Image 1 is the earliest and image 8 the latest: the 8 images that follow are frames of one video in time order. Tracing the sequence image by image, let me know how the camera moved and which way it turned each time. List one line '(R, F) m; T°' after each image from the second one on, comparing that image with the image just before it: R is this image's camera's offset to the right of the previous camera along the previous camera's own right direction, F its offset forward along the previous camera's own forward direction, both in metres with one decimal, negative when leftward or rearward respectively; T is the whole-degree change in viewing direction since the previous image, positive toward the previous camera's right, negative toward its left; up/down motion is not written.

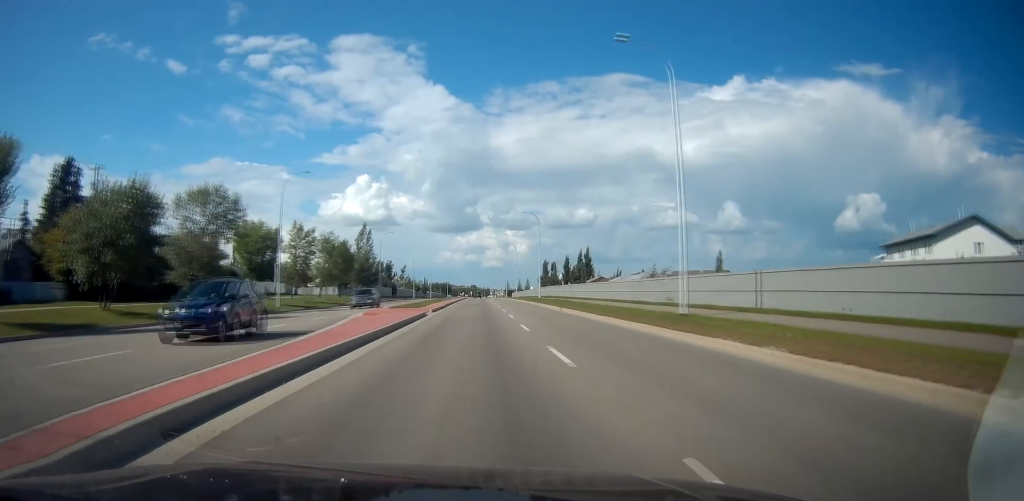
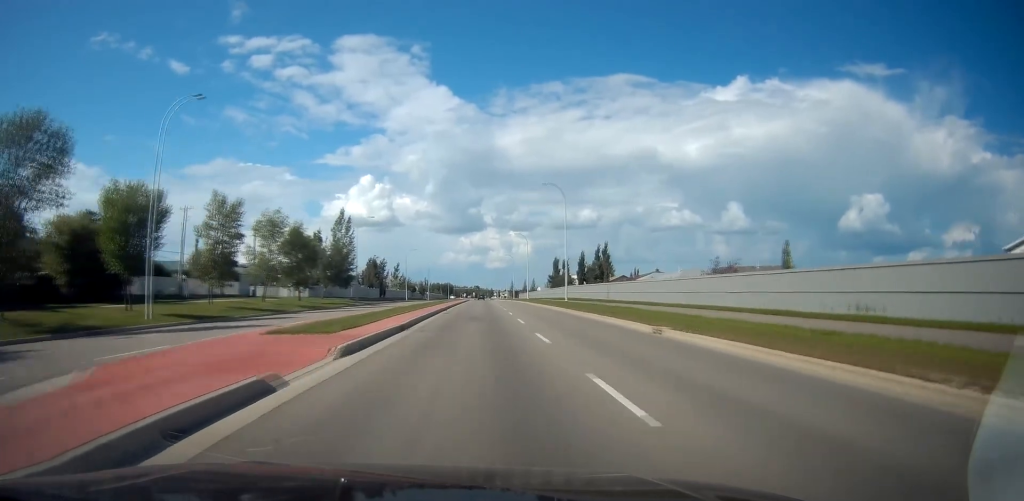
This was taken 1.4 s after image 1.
(0.0, +22.2) m; 0°
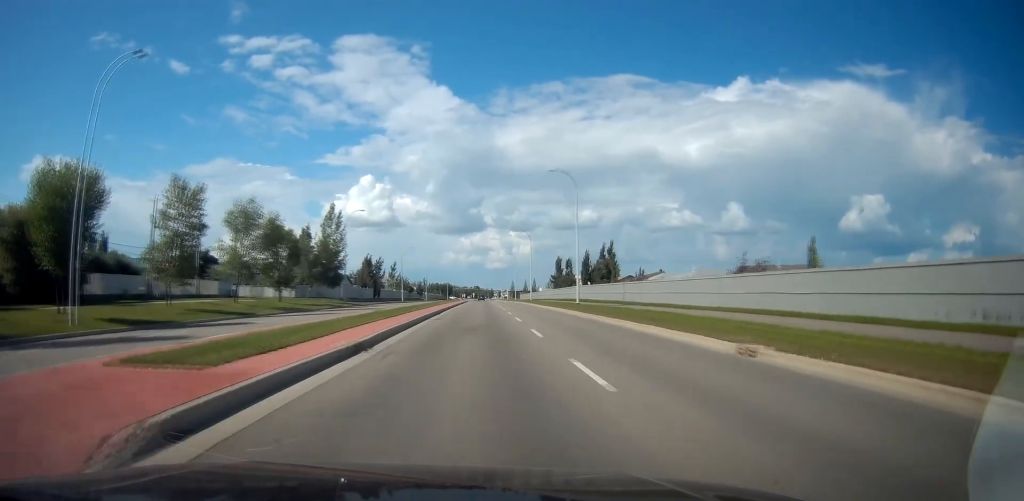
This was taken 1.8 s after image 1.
(0.0, +6.9) m; 0°
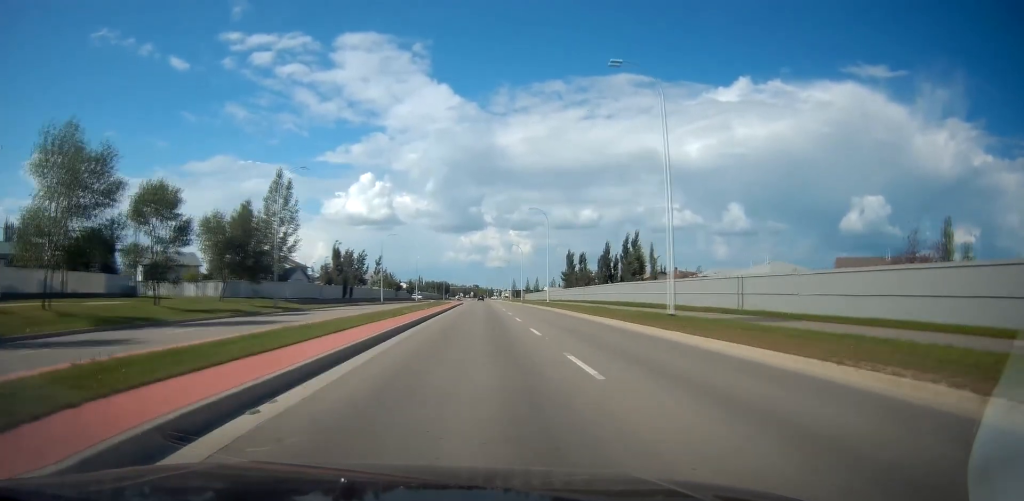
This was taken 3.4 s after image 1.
(0.0, +26.0) m; 0°
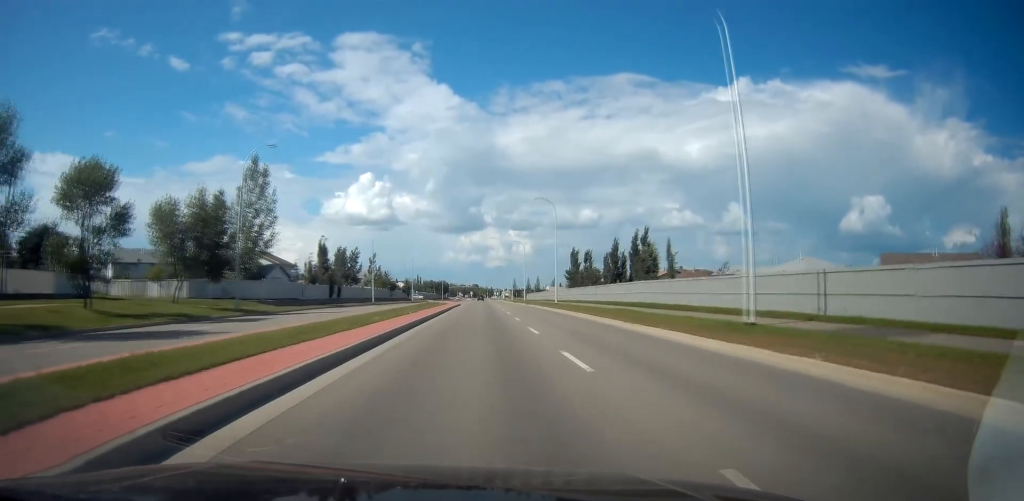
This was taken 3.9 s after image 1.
(0.0, +8.2) m; 0°
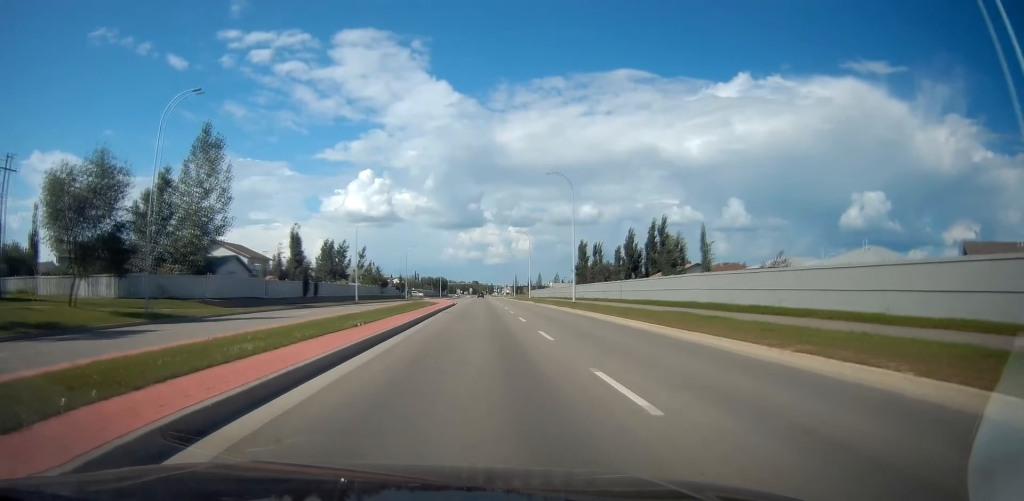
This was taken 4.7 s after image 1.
(0.0, +12.5) m; 0°
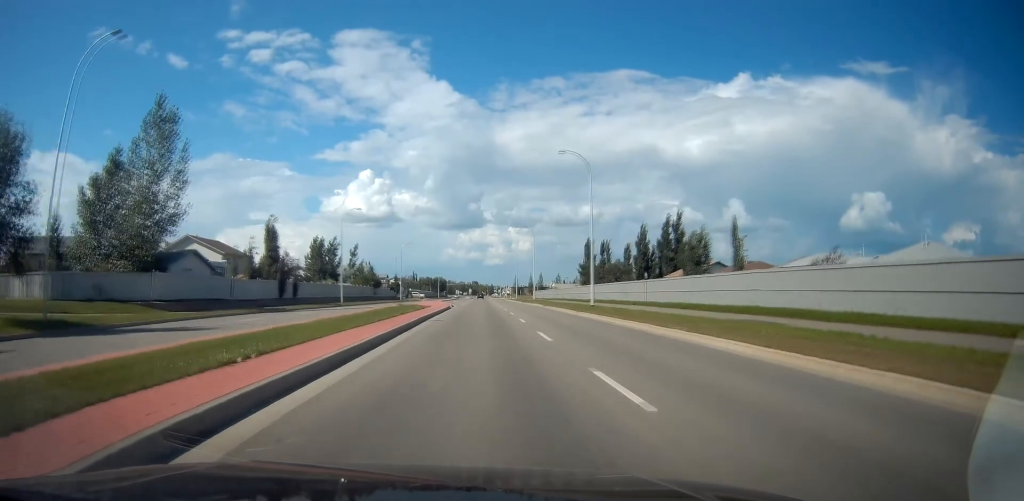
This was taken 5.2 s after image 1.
(0.0, +8.7) m; 0°
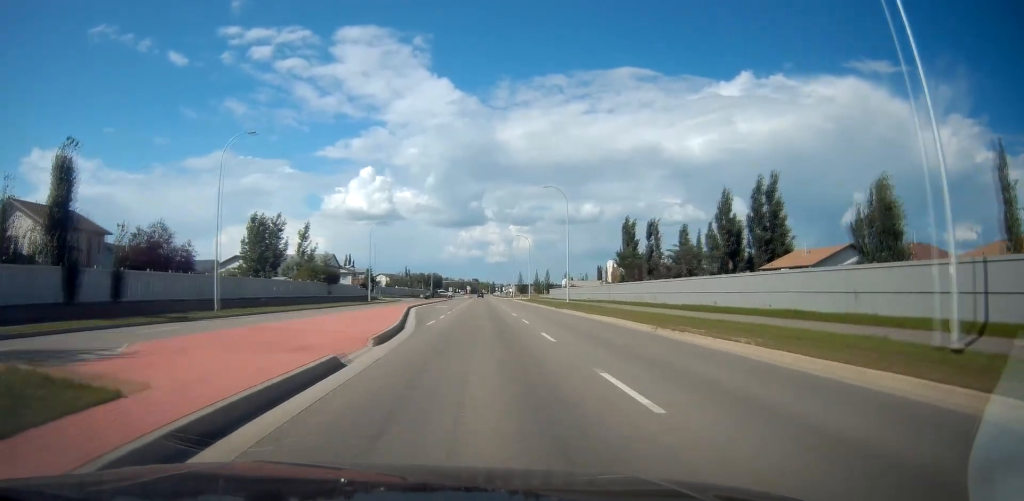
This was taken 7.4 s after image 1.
(0.0, +36.0) m; 0°
